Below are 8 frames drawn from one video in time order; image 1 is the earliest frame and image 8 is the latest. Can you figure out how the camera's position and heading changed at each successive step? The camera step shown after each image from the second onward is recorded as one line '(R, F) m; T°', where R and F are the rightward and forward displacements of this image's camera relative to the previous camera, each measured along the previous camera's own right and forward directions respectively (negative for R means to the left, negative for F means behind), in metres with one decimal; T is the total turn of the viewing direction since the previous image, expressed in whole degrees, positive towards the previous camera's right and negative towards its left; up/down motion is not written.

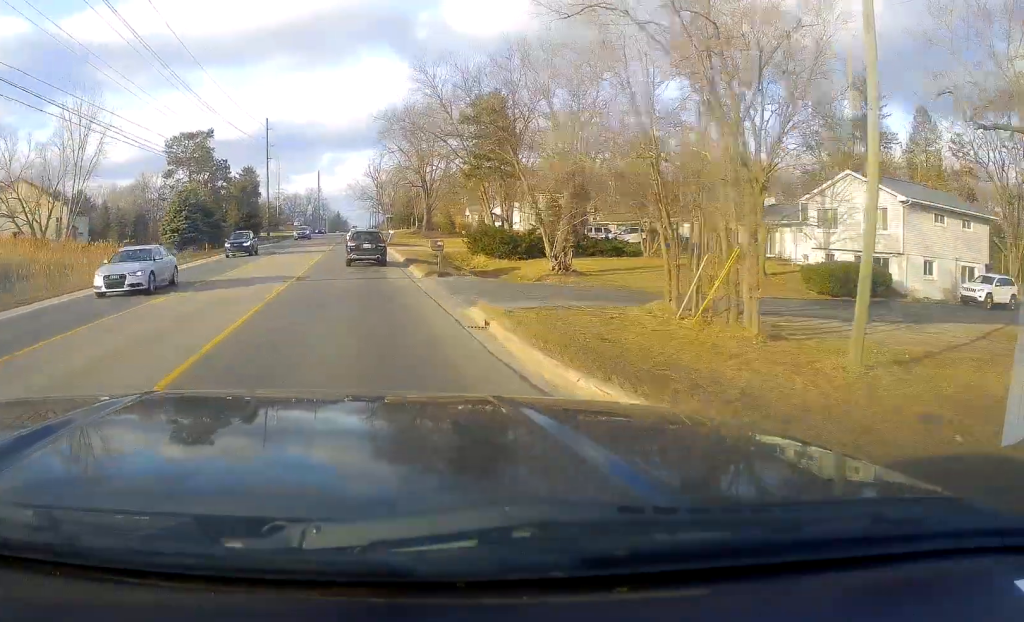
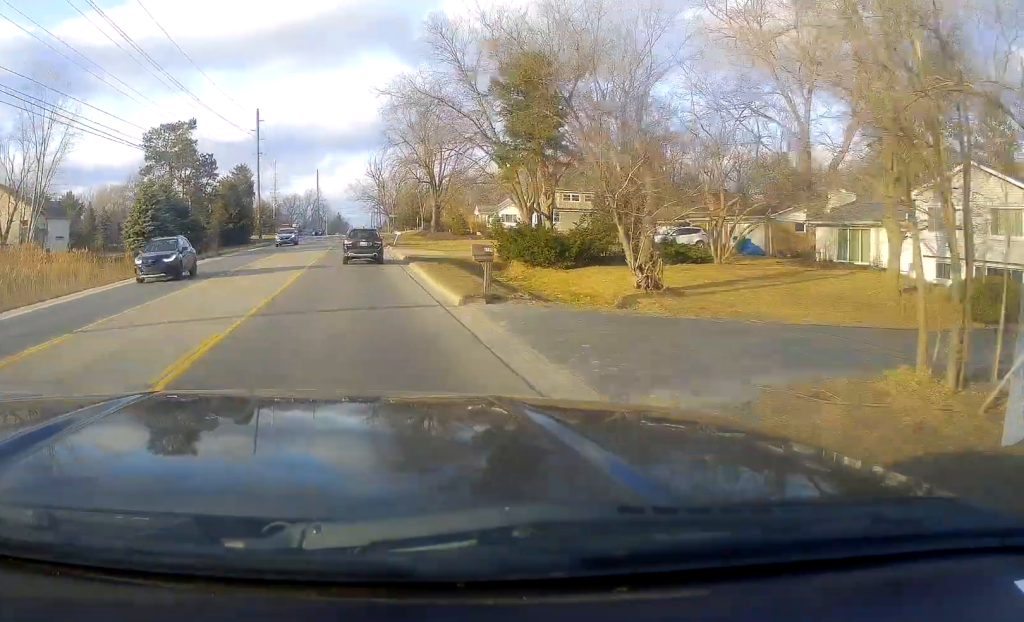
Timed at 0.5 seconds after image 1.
(-0.2, +9.5) m; 0°
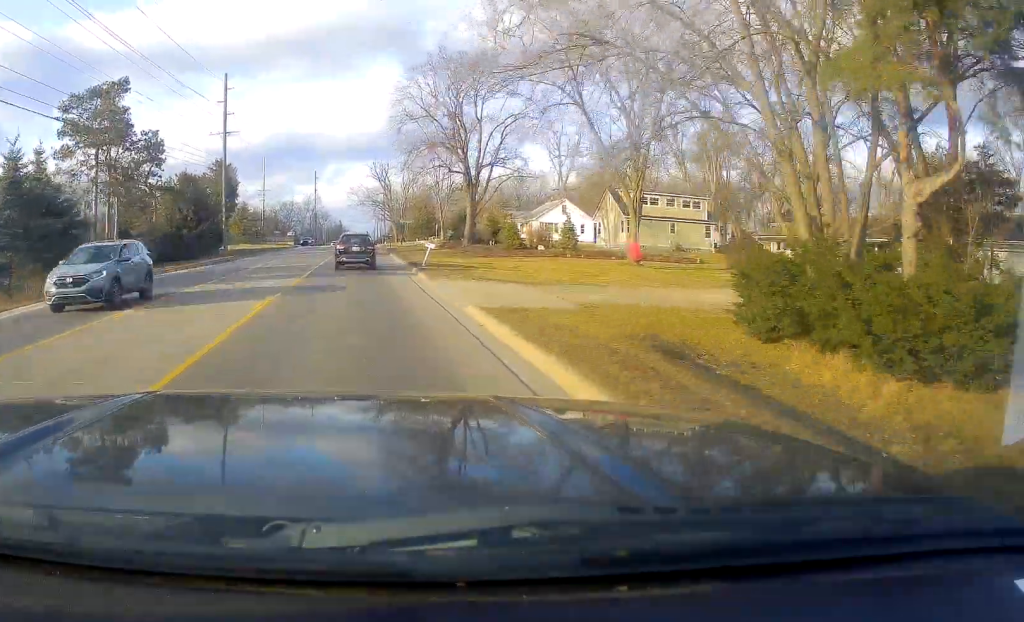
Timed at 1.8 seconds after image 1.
(+0.3, +24.2) m; 0°
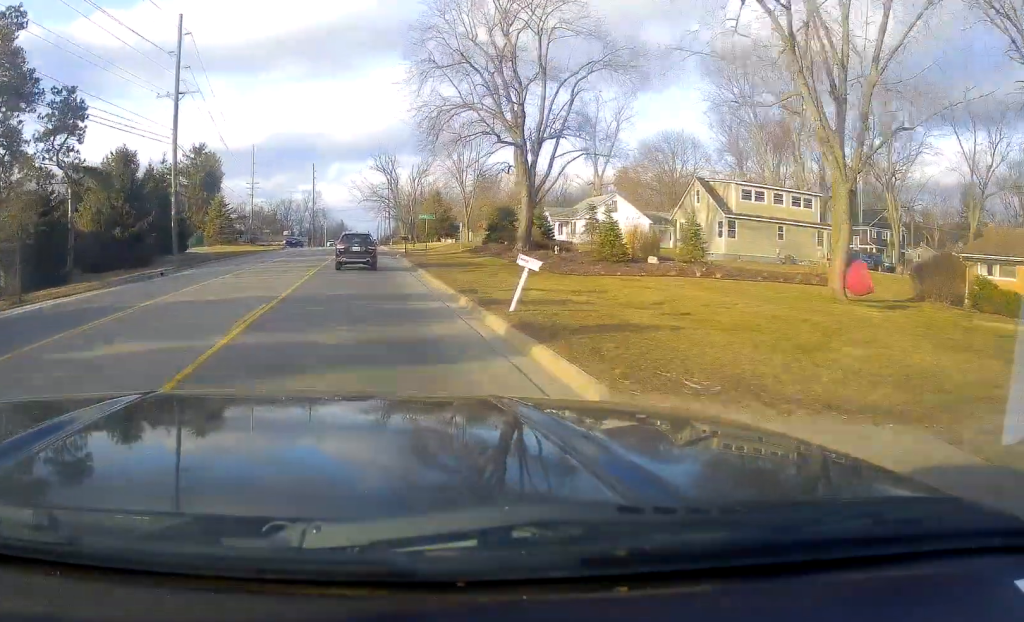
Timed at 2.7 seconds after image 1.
(-0.2, +18.5) m; 0°
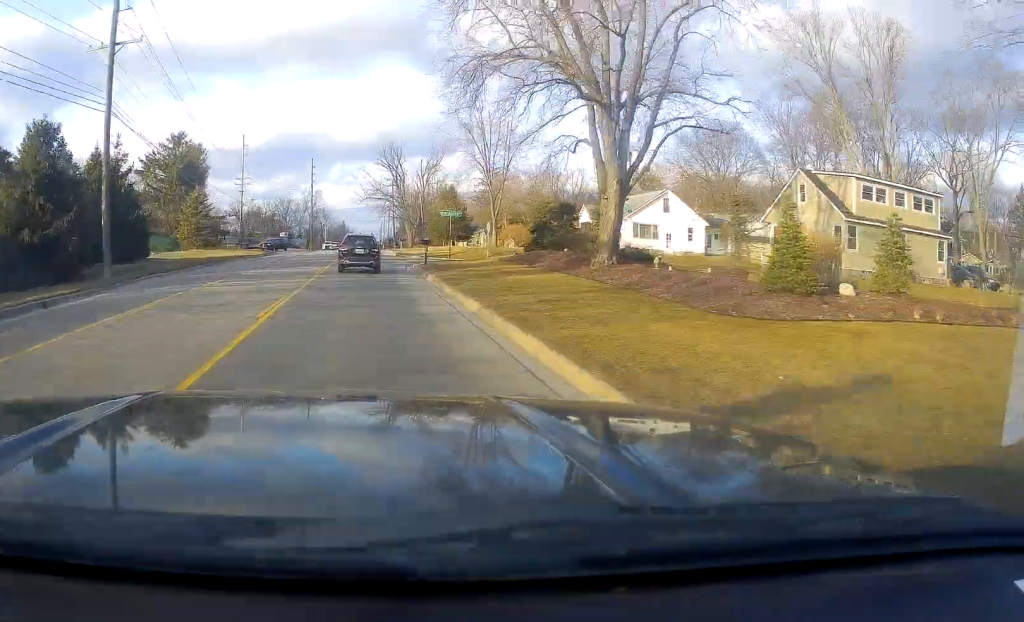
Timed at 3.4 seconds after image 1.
(+0.4, +13.3) m; +1°
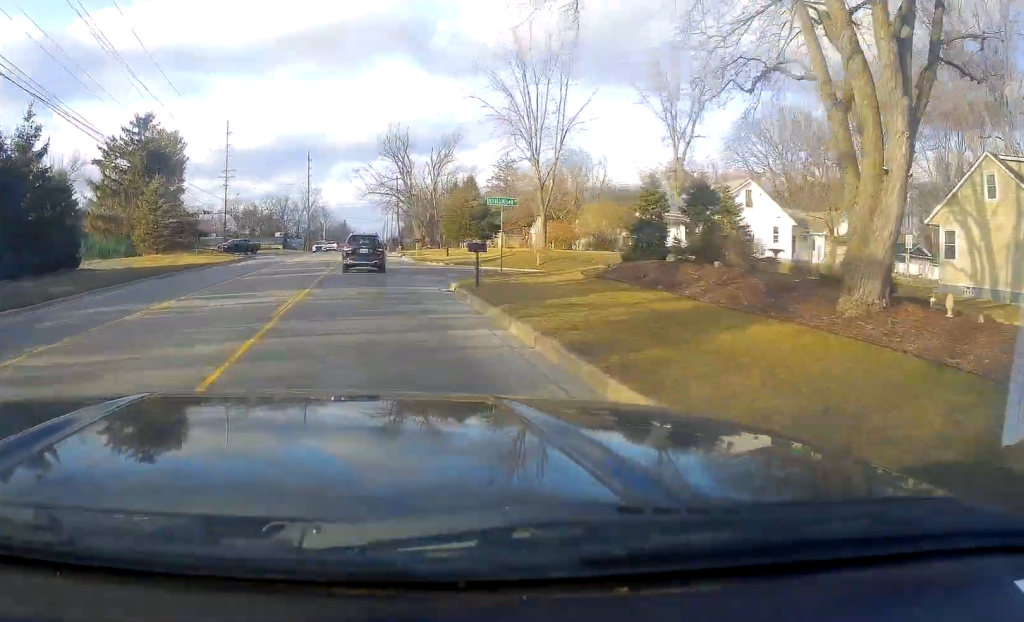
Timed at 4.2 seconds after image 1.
(-0.2, +15.2) m; -2°
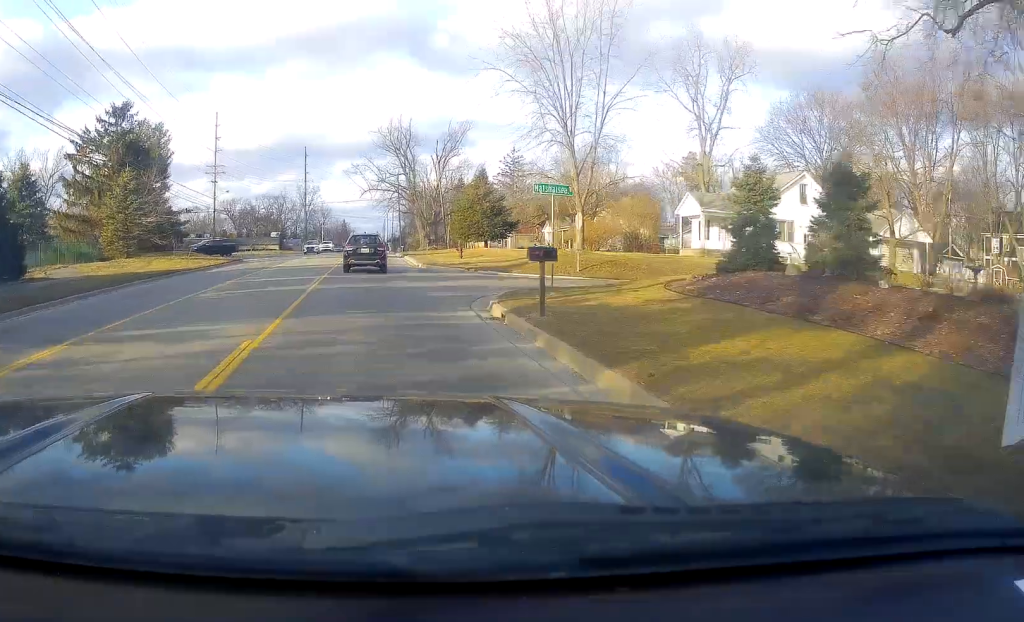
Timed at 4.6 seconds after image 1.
(-0.1, +7.4) m; 0°
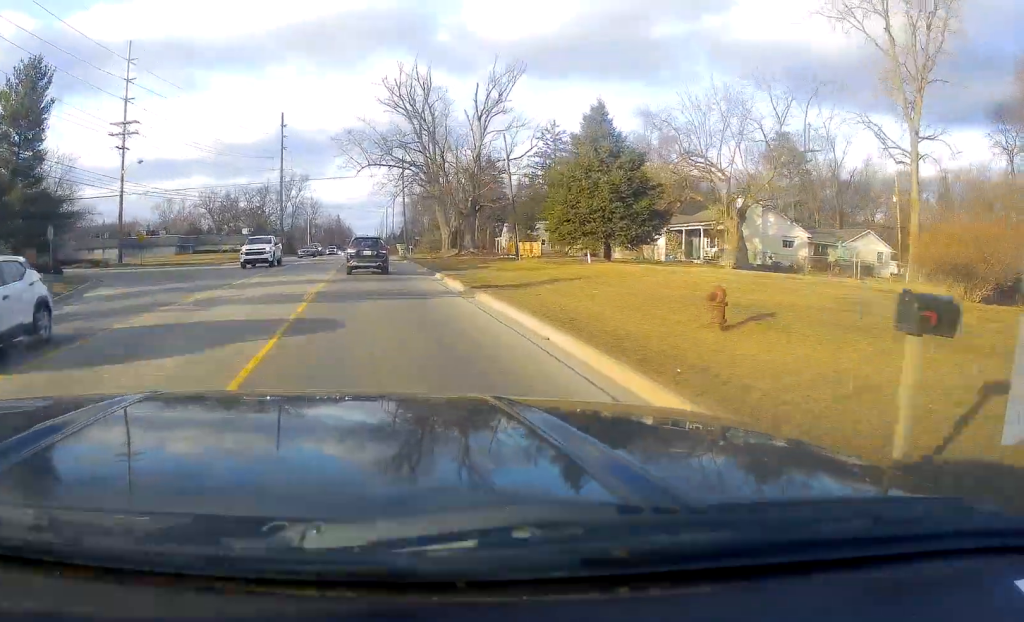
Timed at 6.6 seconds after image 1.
(+0.5, +35.1) m; +1°
